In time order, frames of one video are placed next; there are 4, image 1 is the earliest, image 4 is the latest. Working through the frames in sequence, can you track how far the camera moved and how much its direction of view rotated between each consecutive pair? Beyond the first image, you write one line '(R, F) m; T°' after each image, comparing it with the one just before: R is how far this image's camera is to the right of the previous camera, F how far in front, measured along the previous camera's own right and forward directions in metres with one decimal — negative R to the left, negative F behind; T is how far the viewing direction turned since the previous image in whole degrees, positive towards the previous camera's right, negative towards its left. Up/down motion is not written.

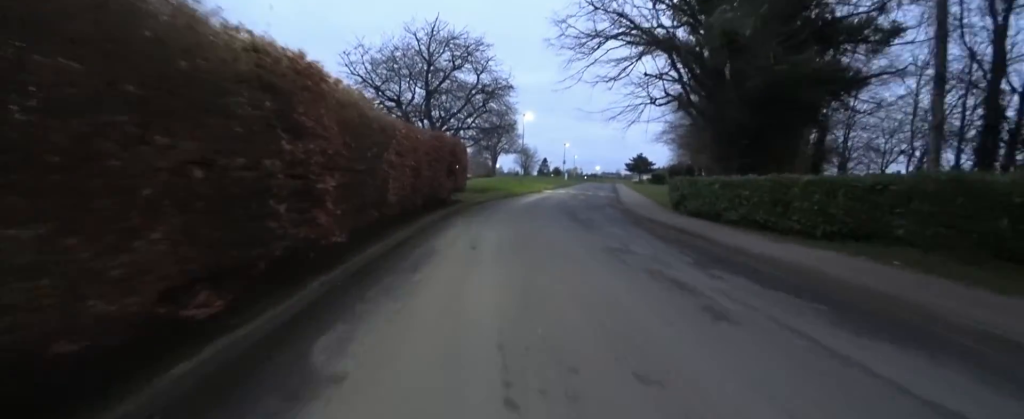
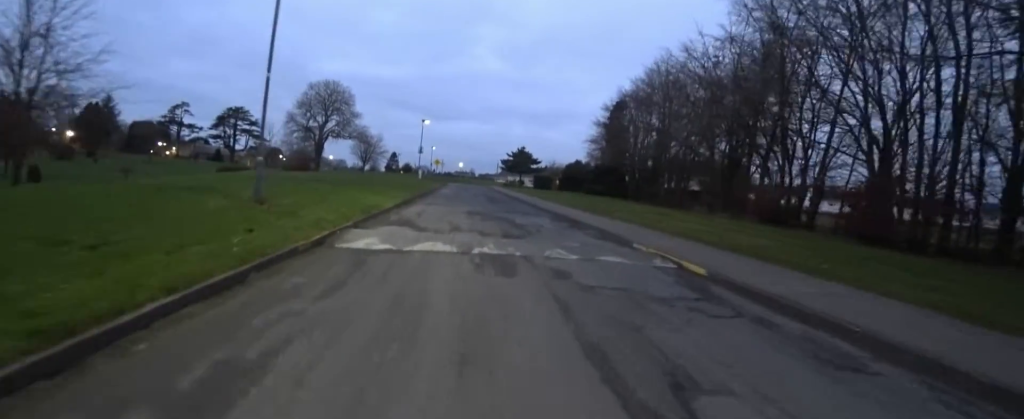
(-1.1, +22.9) m; -1°
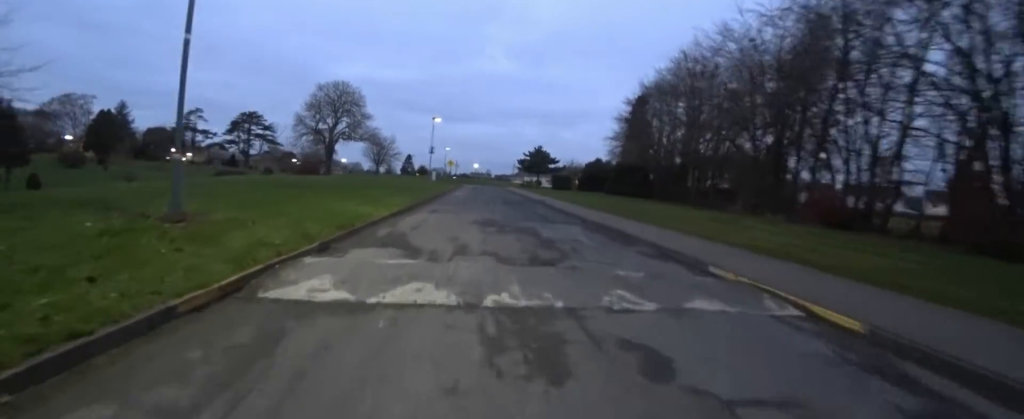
(0.0, +2.5) m; 0°
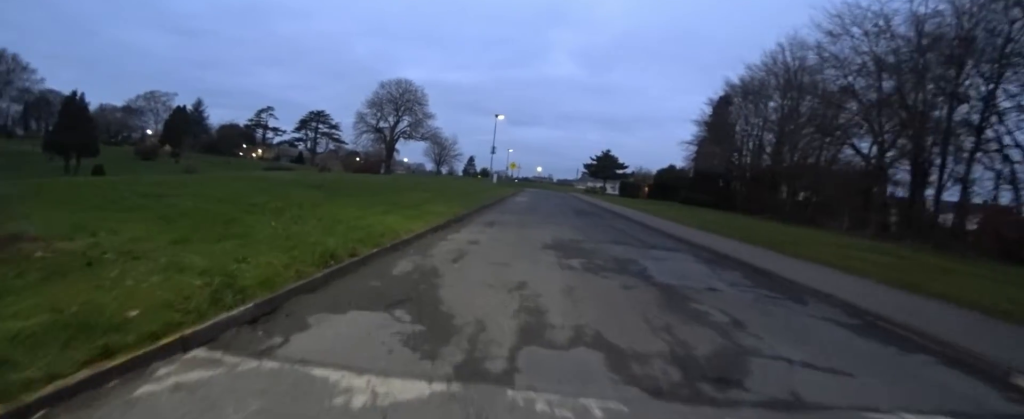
(0.0, +3.0) m; 0°
